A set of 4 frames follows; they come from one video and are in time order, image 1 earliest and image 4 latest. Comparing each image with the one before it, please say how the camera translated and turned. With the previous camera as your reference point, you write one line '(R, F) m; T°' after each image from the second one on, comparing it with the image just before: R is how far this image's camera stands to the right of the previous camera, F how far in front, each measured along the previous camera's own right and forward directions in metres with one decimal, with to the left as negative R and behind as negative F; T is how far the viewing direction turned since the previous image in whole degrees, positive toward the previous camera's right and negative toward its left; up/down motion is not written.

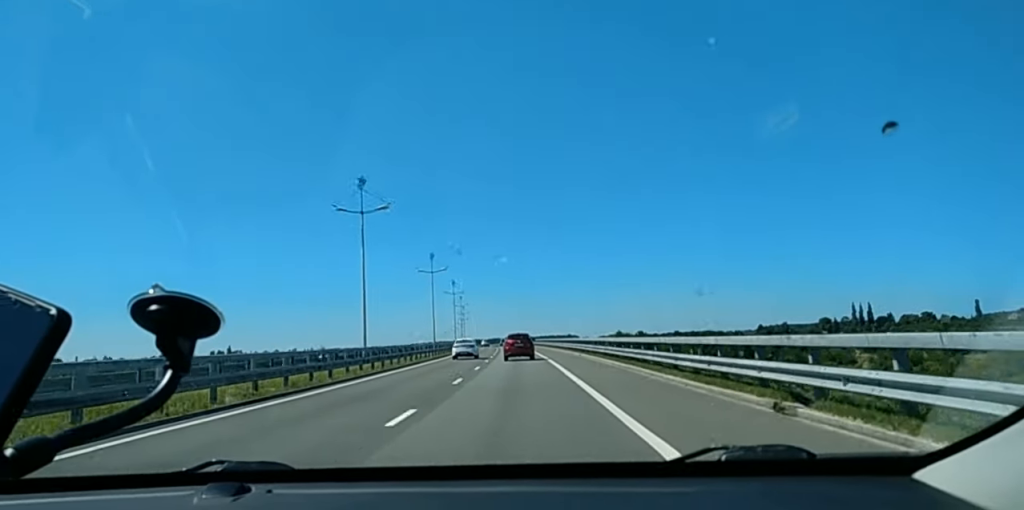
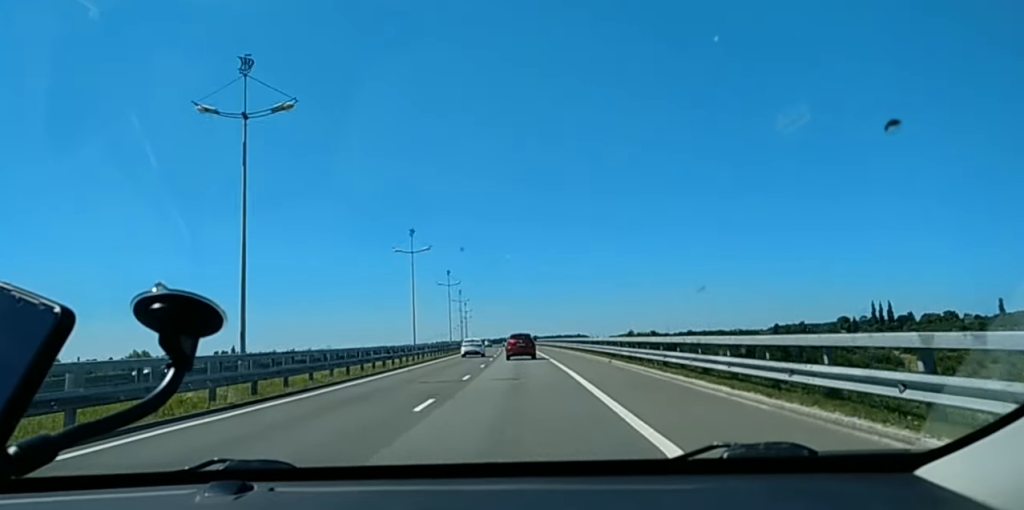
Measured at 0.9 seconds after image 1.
(+0.1, +21.7) m; 0°
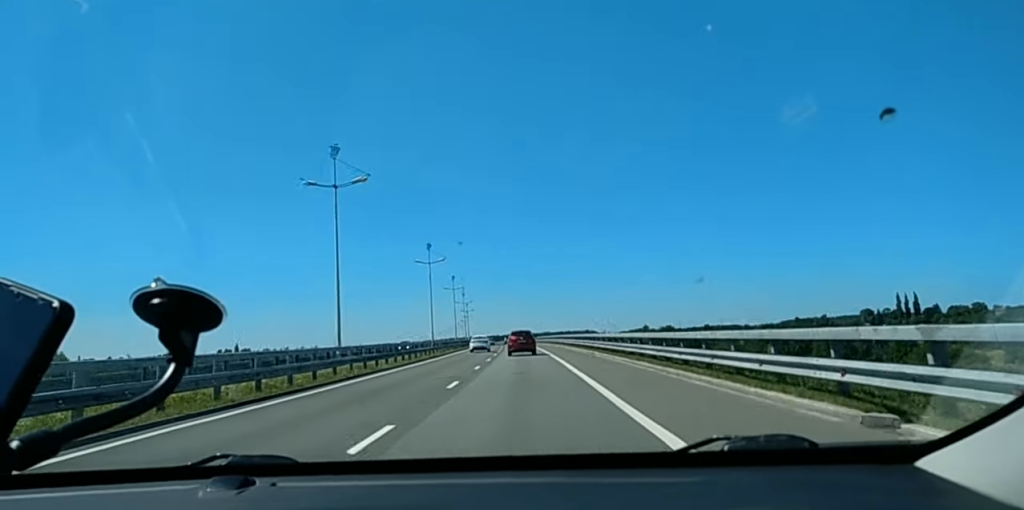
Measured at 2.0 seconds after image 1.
(+0.1, +28.1) m; 0°
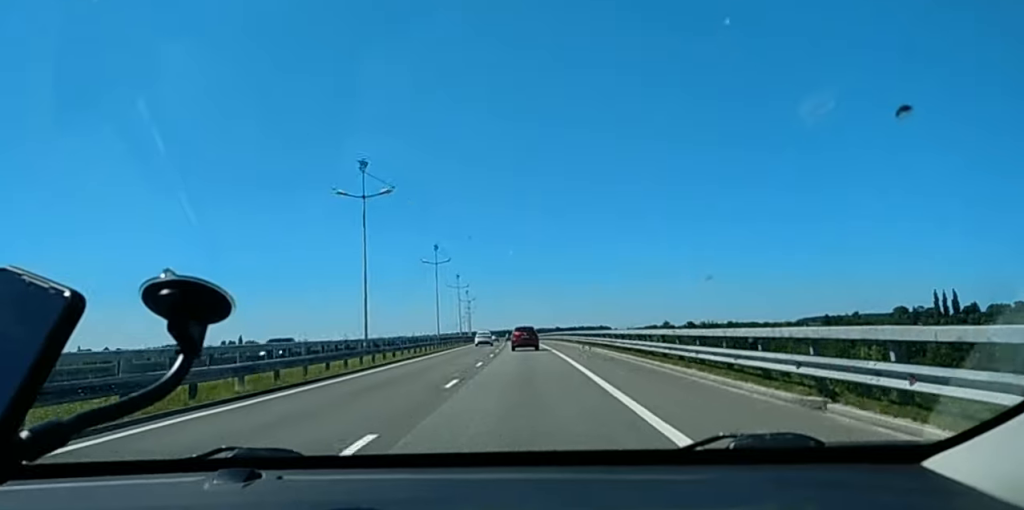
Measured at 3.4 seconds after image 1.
(-0.5, +38.1) m; -1°
